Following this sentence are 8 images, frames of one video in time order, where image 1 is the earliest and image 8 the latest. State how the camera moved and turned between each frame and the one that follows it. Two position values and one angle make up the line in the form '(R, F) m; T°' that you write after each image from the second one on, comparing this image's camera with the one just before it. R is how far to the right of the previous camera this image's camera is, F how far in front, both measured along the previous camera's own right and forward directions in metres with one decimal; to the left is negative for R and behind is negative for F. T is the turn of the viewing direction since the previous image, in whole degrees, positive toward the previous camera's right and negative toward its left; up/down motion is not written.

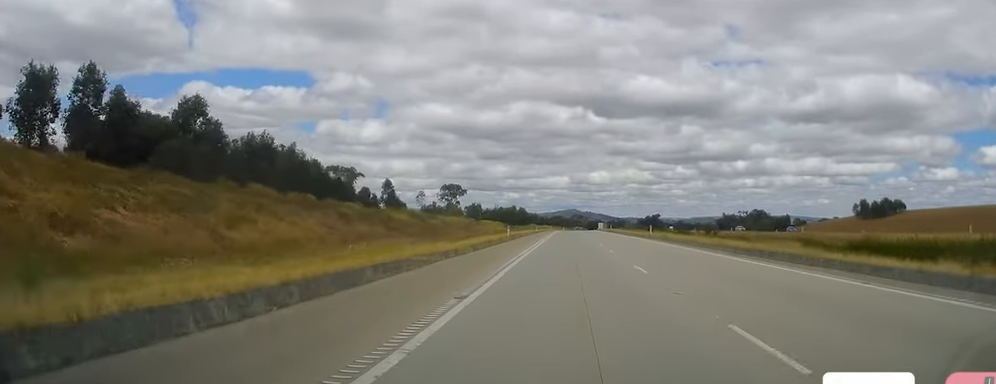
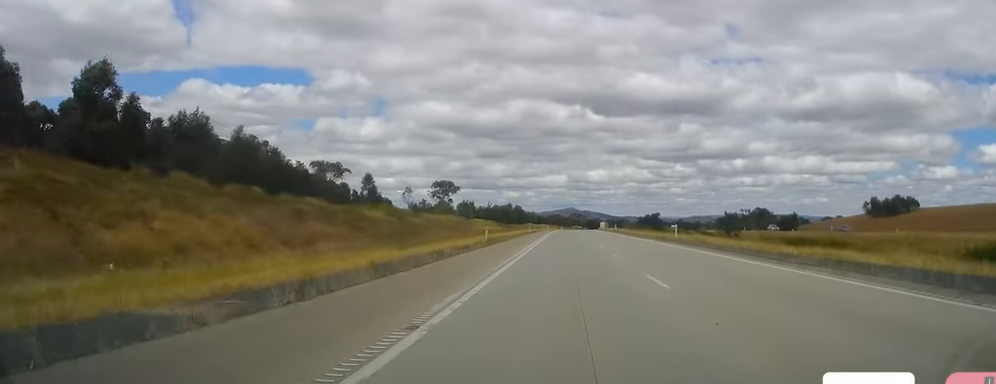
(-0.1, +16.3) m; 0°
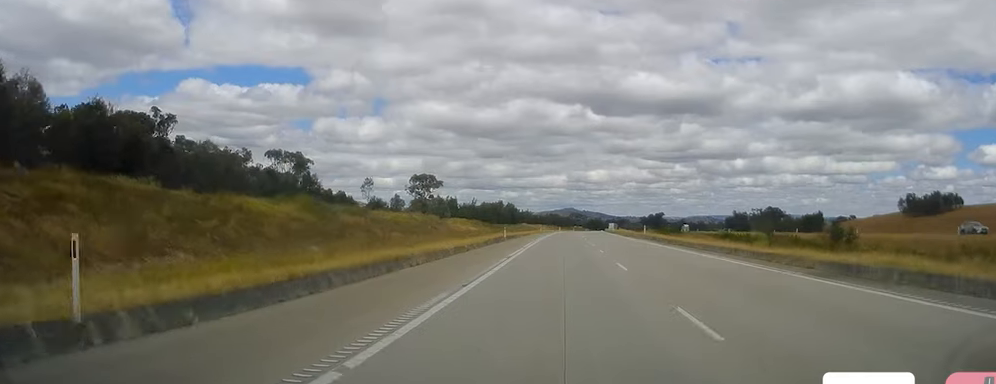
(-0.4, +42.3) m; 0°
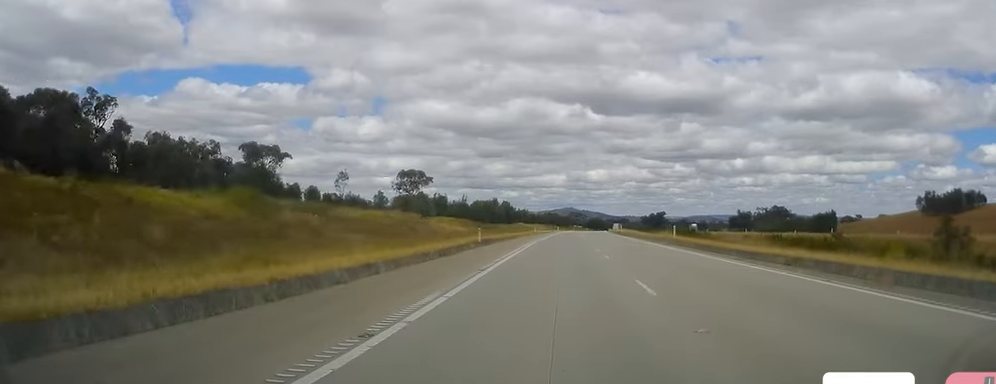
(+0.3, +19.2) m; 0°
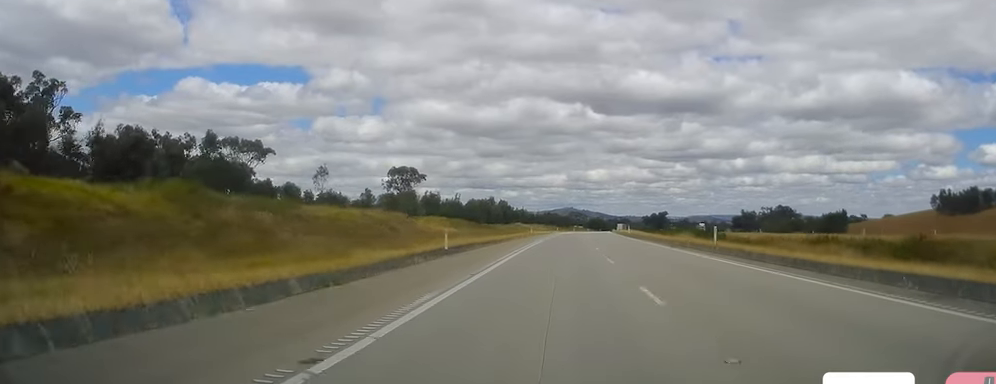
(+0.1, +13.5) m; 0°
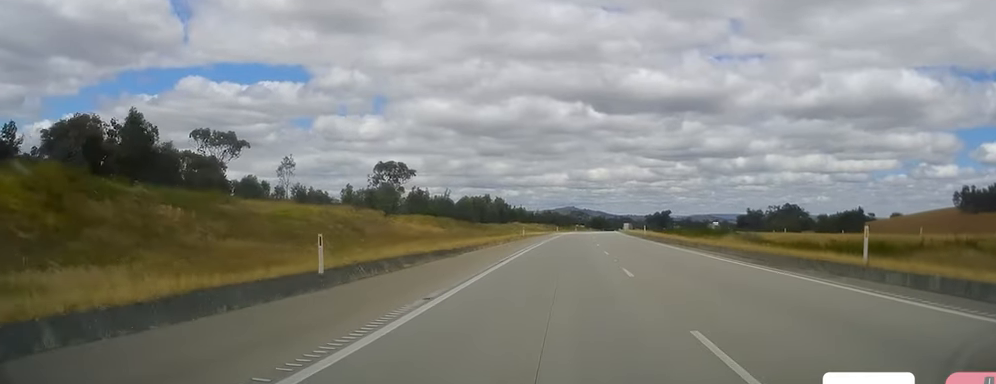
(-0.1, +18.3) m; -1°
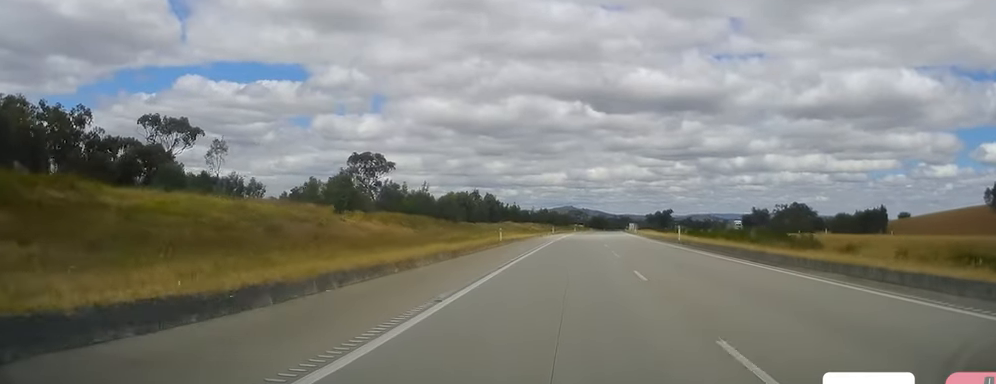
(-0.2, +25.0) m; -1°
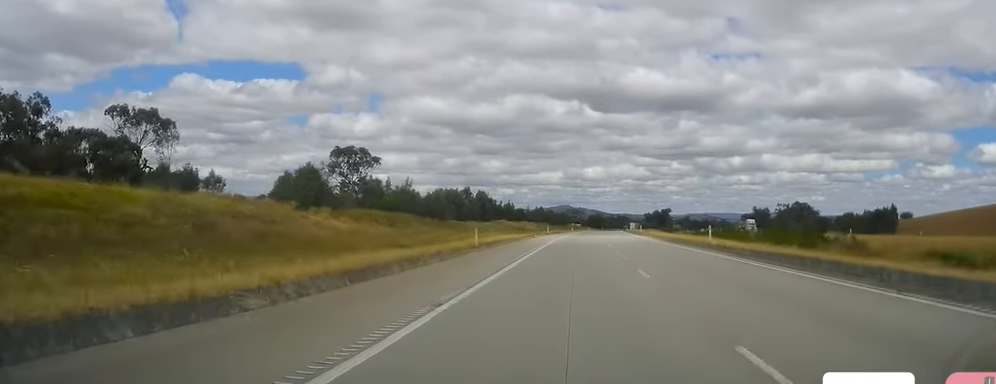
(0.0, +12.5) m; 0°
